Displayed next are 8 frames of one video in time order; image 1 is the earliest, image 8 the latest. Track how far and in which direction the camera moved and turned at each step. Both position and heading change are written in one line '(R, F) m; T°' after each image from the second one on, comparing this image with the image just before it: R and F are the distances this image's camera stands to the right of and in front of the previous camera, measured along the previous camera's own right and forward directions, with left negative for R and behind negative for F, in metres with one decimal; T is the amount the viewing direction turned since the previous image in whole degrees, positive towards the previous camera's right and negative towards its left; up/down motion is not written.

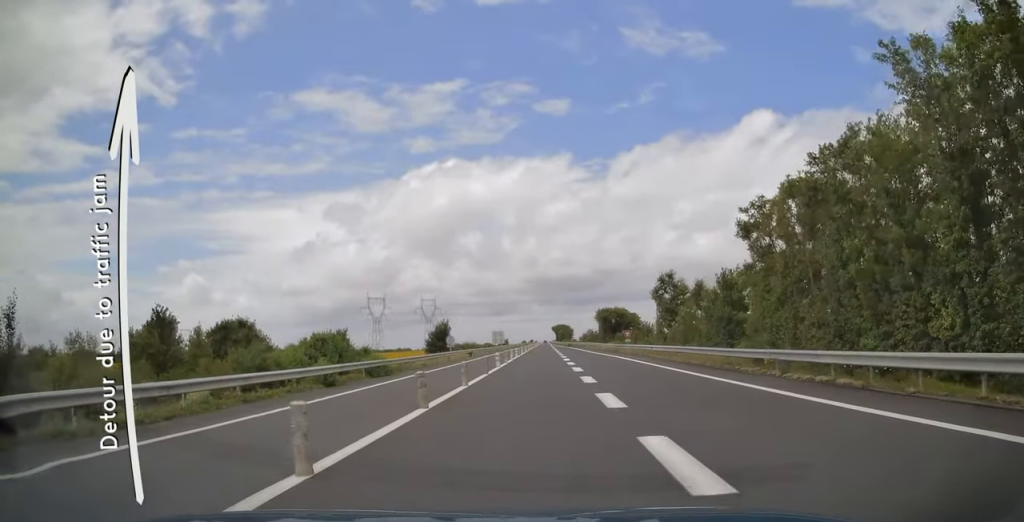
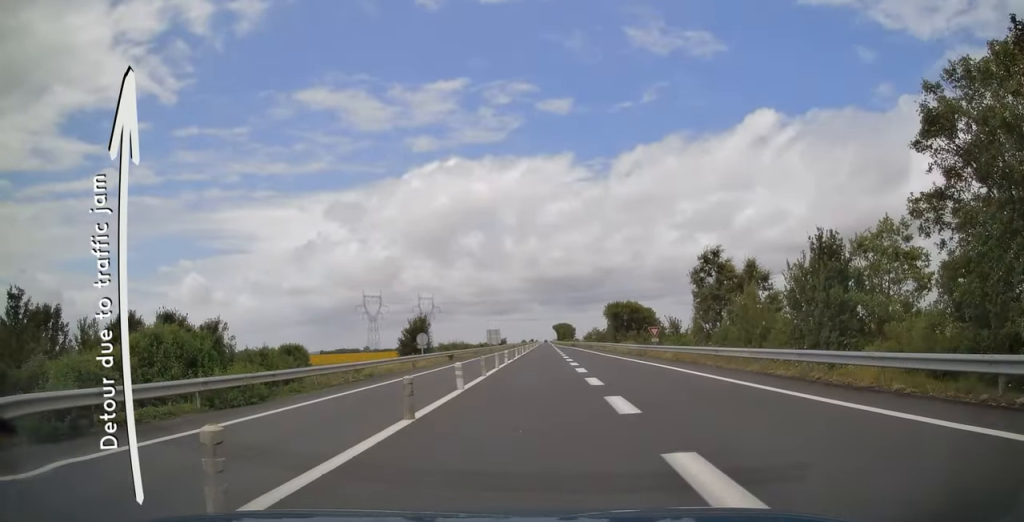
(-0.1, +14.6) m; 0°
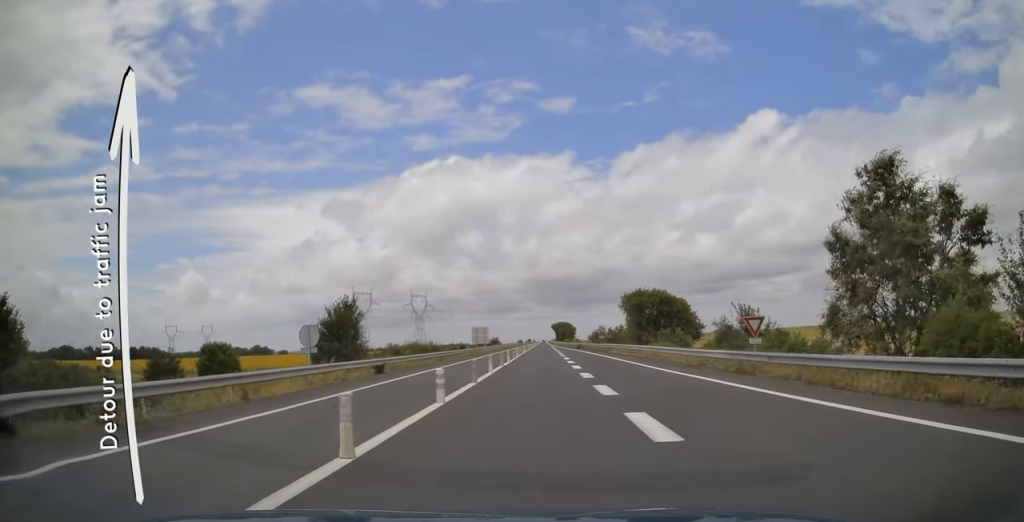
(0.0, +22.6) m; 0°
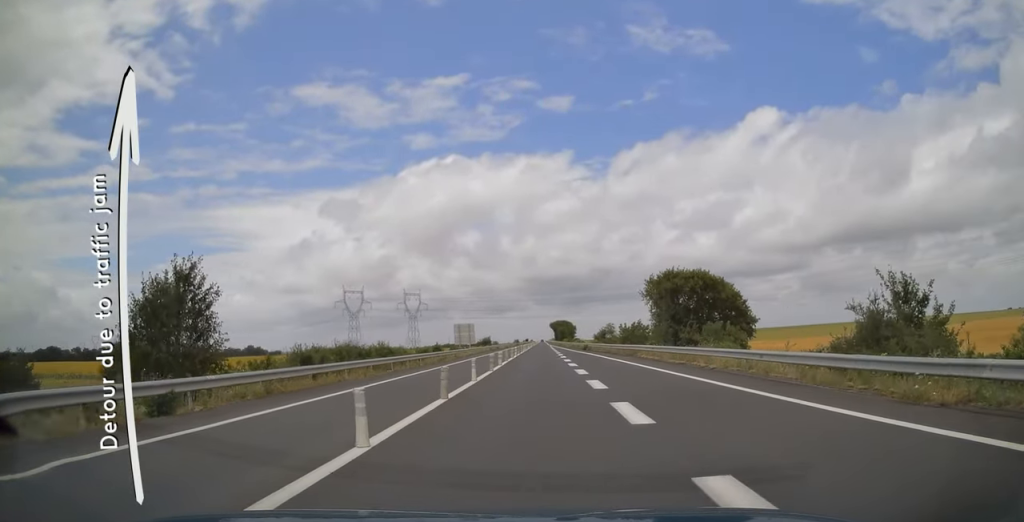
(0.0, +18.3) m; 0°
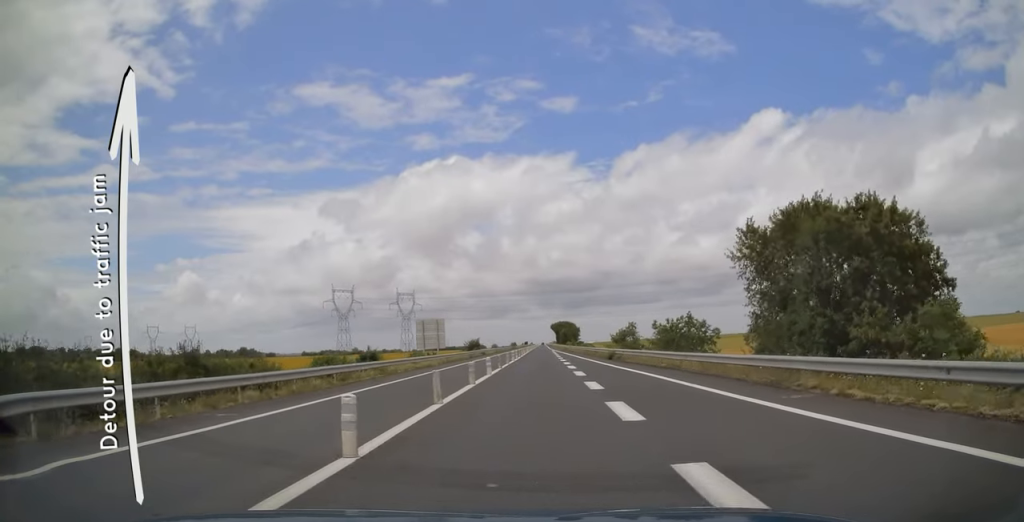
(+0.2, +25.9) m; +1°
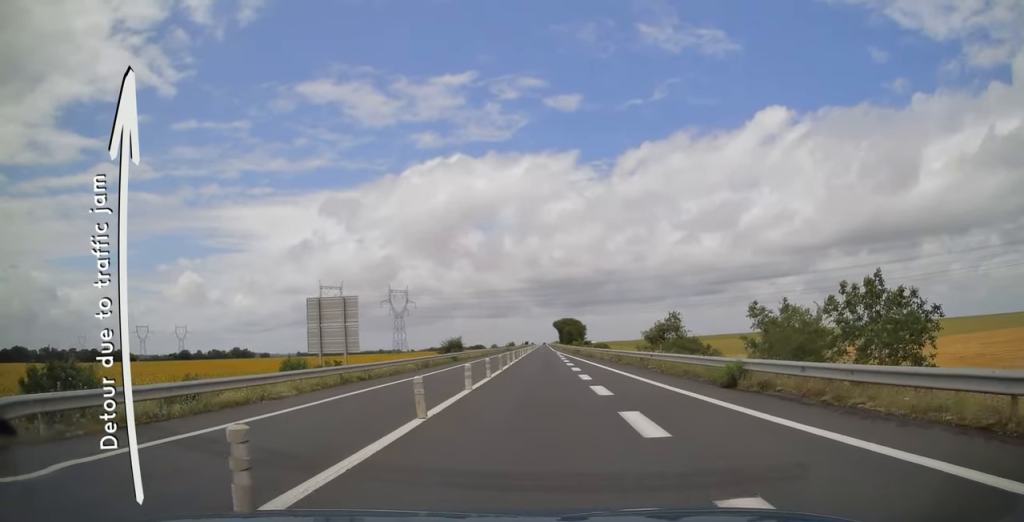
(+0.1, +28.4) m; -1°
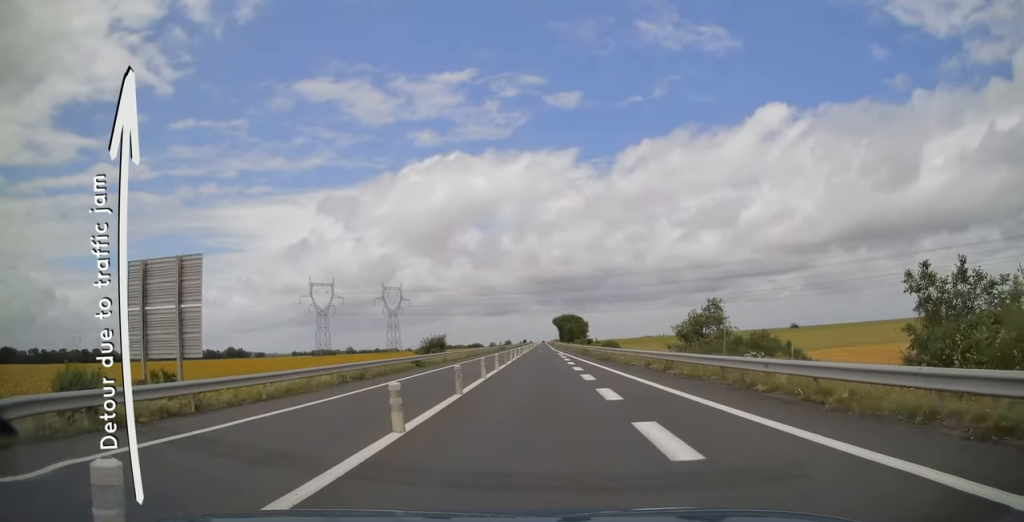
(-0.1, +15.1) m; -1°
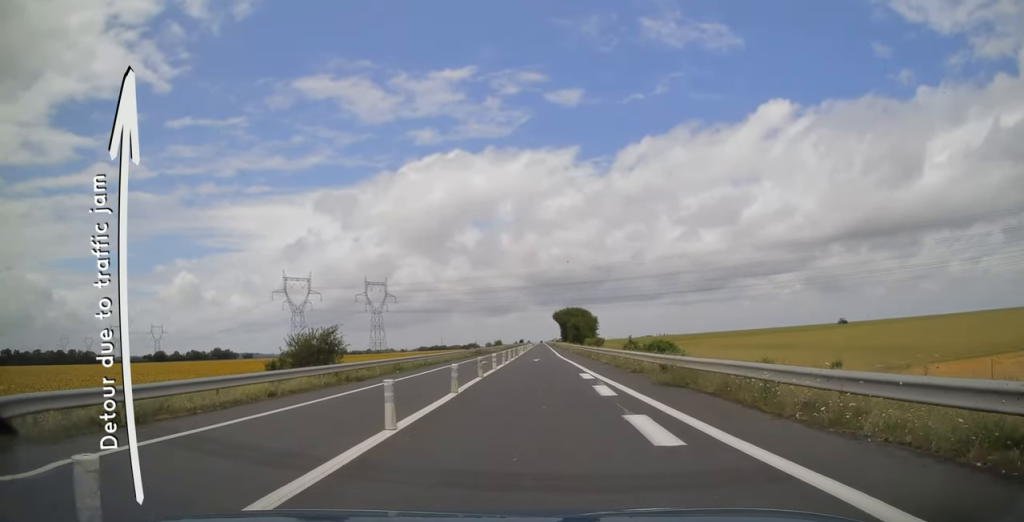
(+0.1, +39.5) m; +1°
